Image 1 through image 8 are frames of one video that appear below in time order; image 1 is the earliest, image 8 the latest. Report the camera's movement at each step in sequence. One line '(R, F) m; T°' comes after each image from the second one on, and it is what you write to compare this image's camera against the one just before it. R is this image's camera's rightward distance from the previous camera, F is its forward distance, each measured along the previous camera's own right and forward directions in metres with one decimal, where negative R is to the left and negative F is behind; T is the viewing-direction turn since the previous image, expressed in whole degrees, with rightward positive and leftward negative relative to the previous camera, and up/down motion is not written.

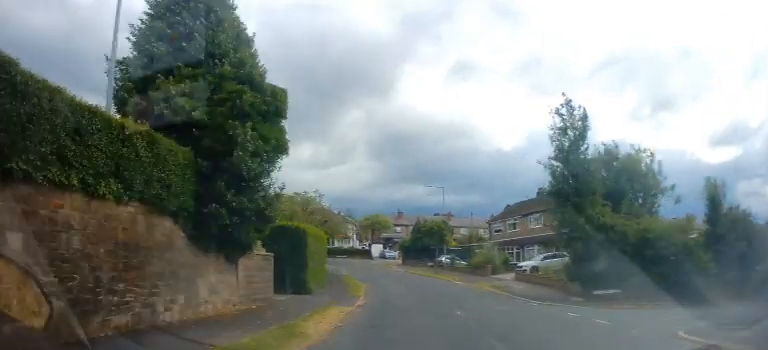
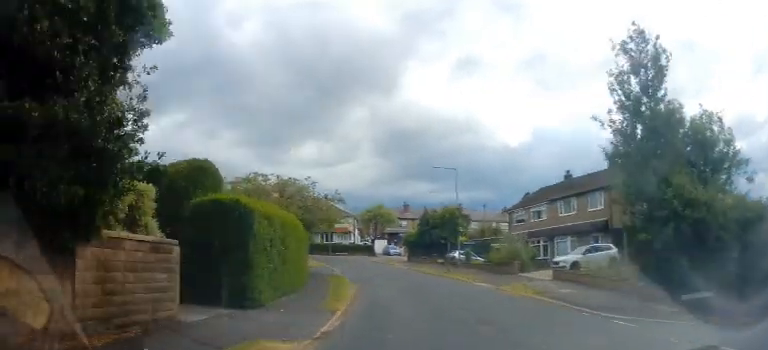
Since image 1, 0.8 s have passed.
(+0.2, +8.0) m; +3°
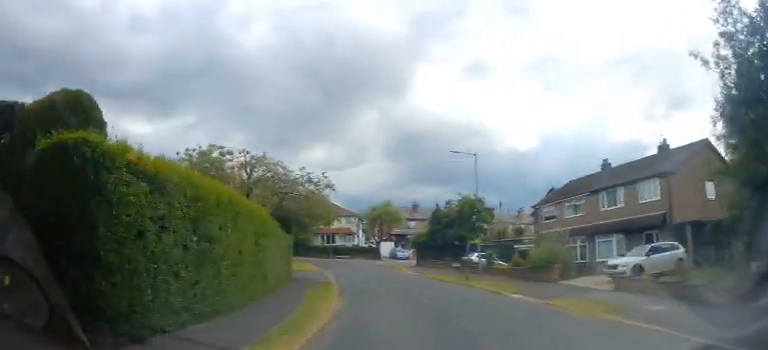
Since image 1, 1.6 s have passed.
(+0.1, +7.2) m; -2°
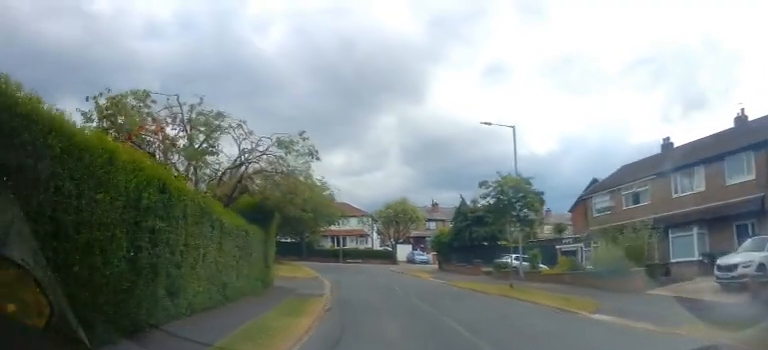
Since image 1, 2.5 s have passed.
(-0.3, +7.3) m; -4°
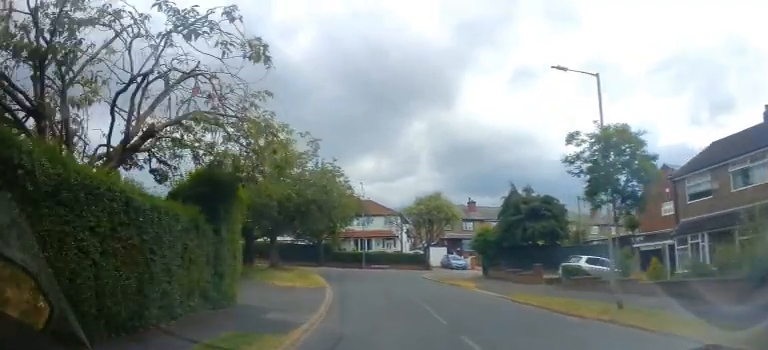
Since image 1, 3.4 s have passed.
(-0.4, +7.8) m; -4°
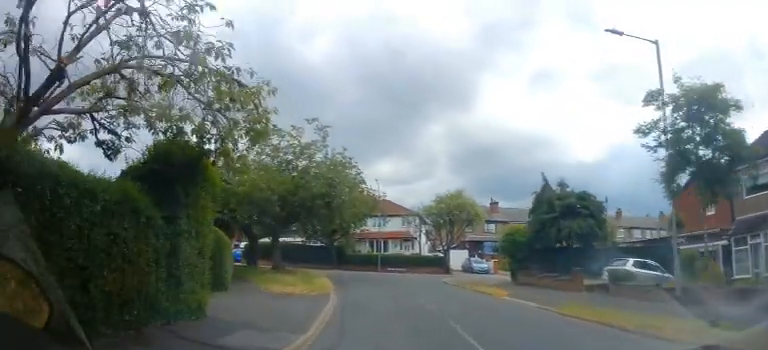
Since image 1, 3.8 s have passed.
(-0.1, +3.3) m; -1°
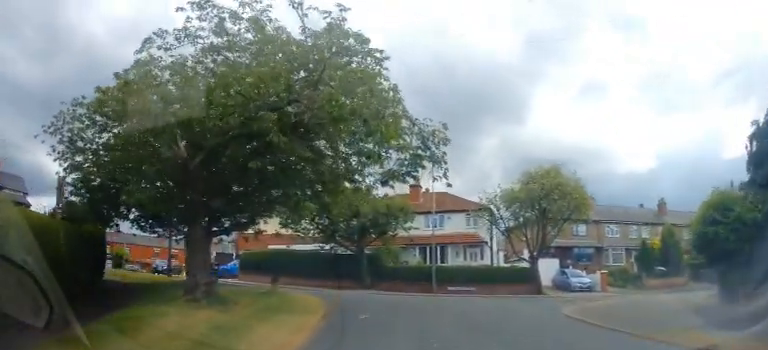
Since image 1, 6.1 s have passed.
(-0.6, +16.0) m; -6°
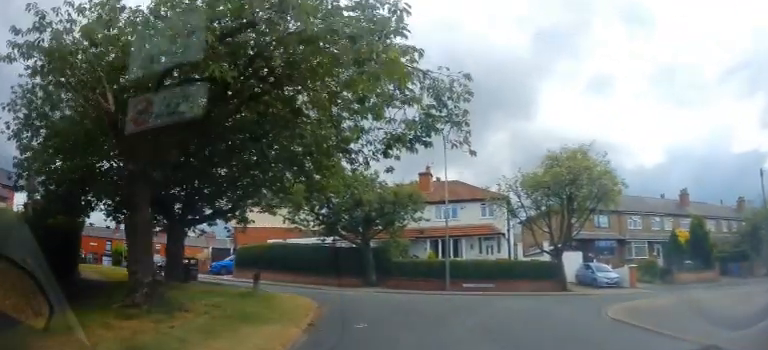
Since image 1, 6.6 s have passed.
(0.0, +3.1) m; -2°
